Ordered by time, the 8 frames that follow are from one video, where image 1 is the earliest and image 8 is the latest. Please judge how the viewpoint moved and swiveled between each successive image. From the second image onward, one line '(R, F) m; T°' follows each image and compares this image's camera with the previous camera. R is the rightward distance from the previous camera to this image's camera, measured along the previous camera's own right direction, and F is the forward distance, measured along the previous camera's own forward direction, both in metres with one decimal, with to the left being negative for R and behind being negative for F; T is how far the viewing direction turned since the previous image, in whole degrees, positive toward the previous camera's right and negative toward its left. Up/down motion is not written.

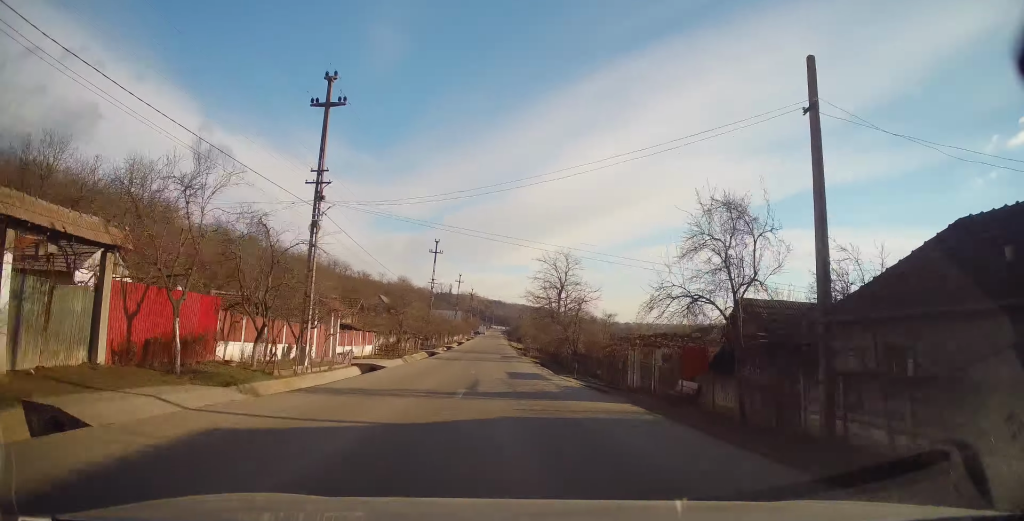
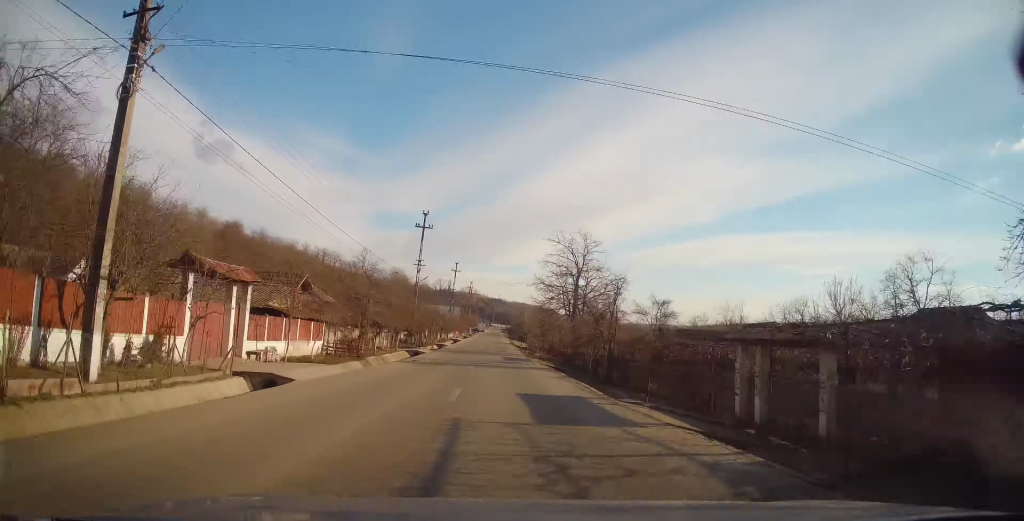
(+0.1, +12.4) m; +1°
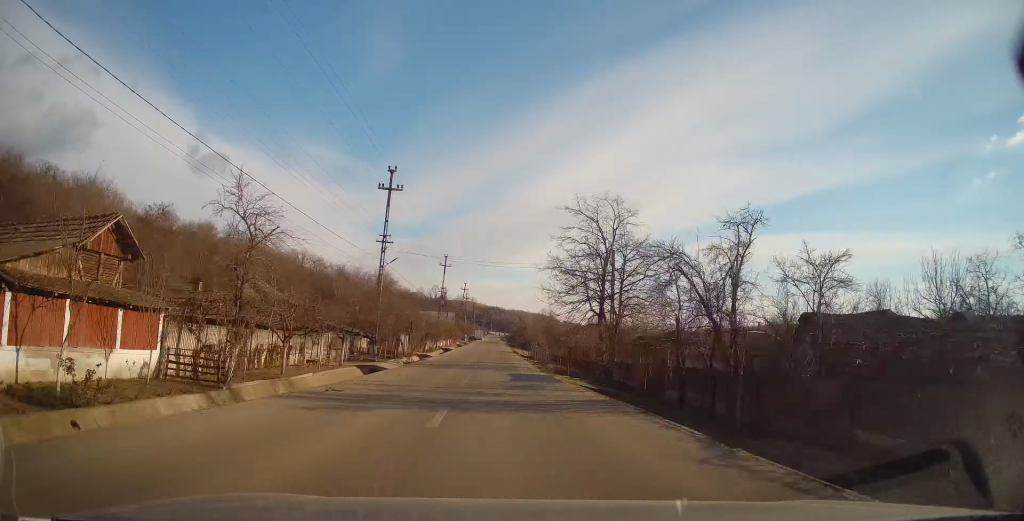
(0.0, +15.3) m; +1°
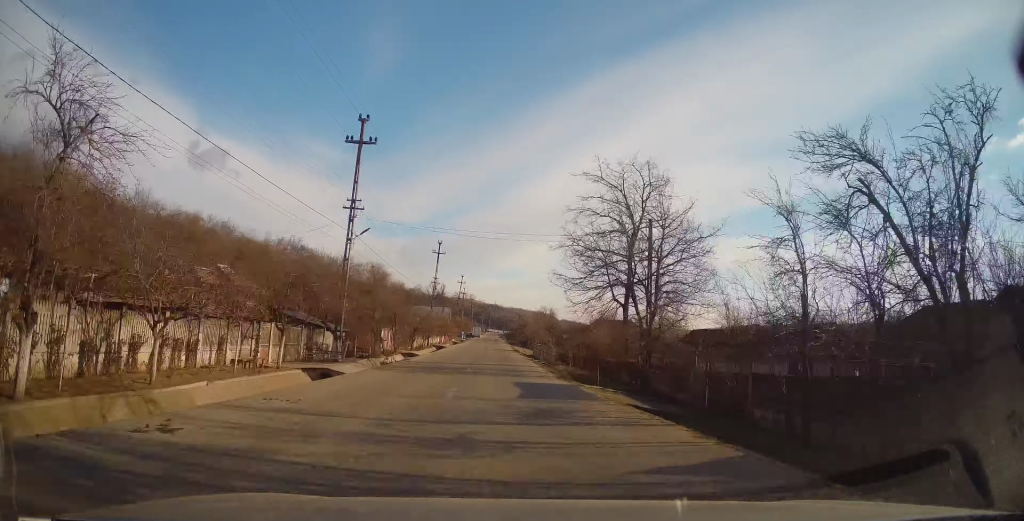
(+0.2, +7.8) m; 0°
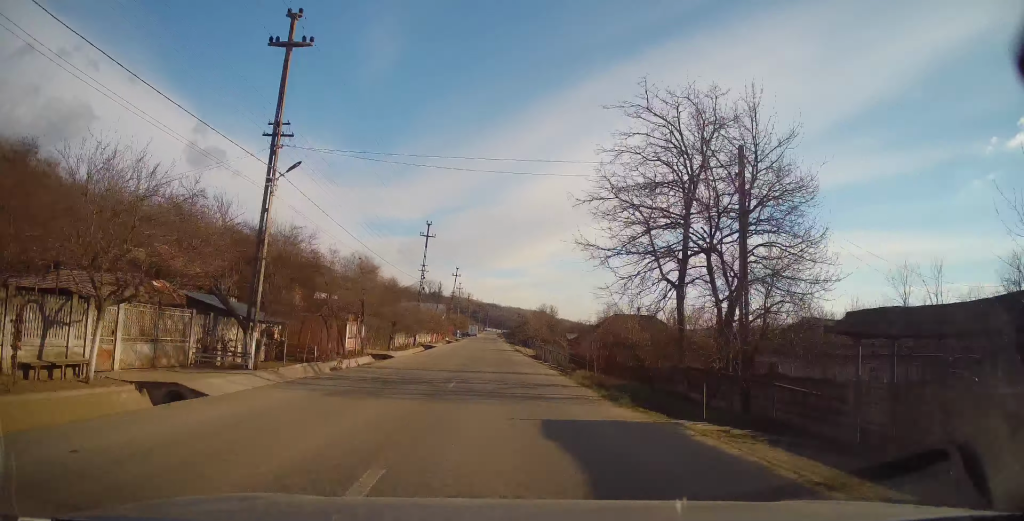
(+0.1, +9.5) m; 0°
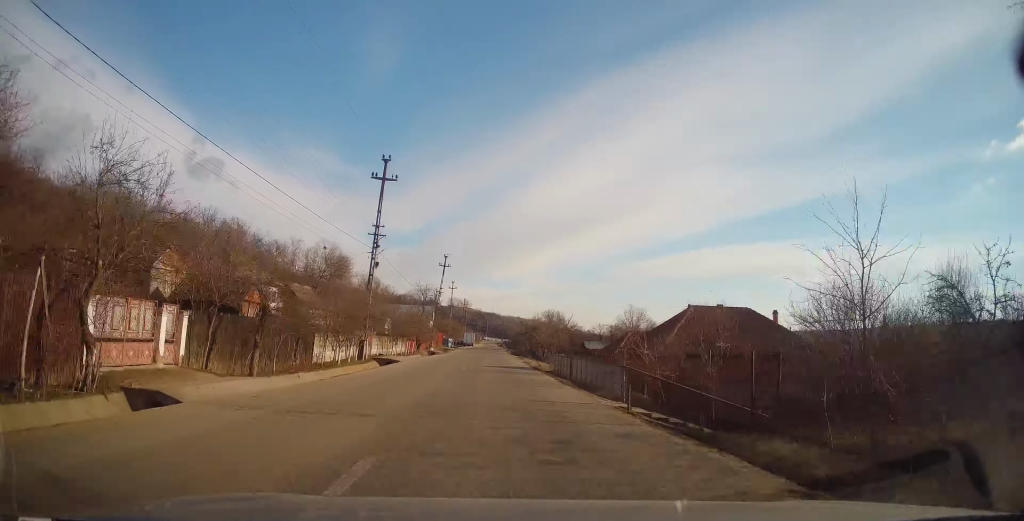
(-0.2, +22.7) m; 0°
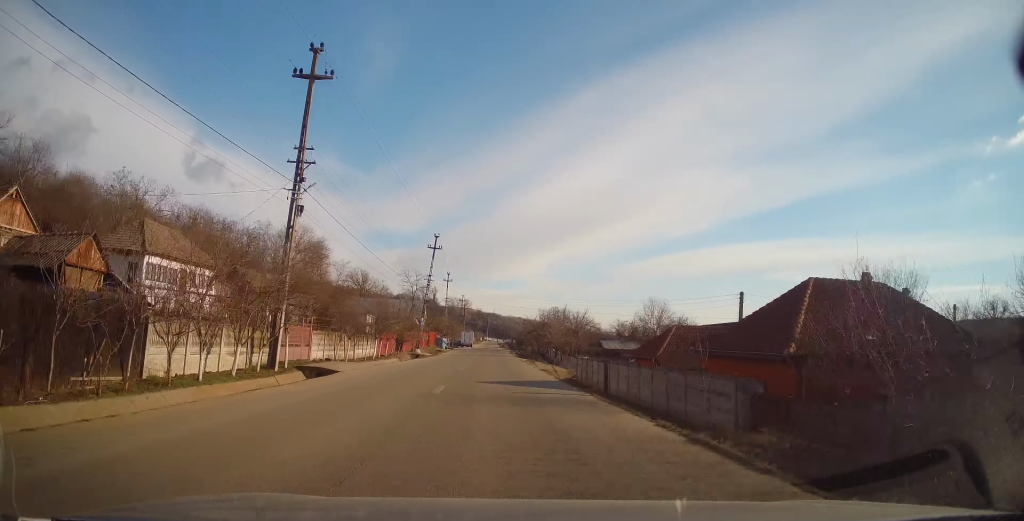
(+0.2, +14.0) m; 0°
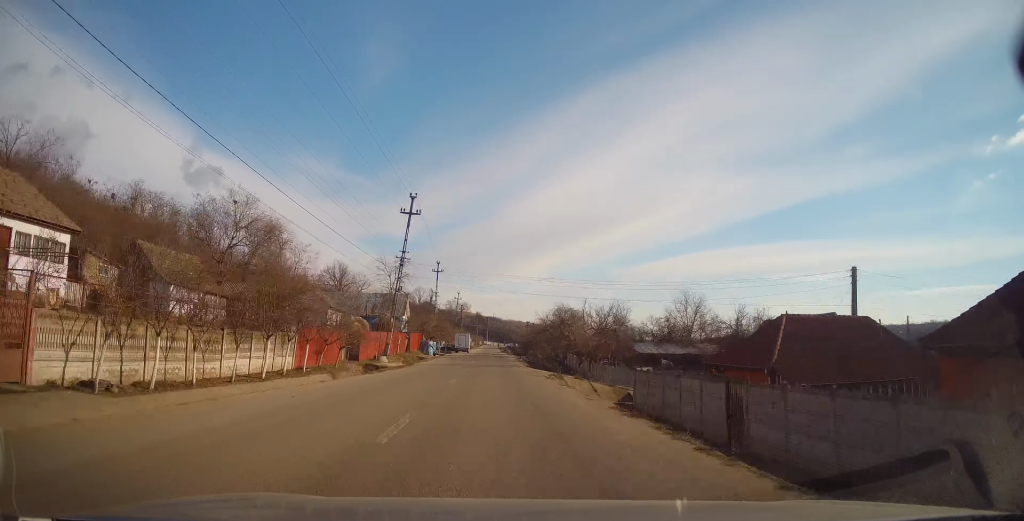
(-0.4, +17.2) m; 0°
